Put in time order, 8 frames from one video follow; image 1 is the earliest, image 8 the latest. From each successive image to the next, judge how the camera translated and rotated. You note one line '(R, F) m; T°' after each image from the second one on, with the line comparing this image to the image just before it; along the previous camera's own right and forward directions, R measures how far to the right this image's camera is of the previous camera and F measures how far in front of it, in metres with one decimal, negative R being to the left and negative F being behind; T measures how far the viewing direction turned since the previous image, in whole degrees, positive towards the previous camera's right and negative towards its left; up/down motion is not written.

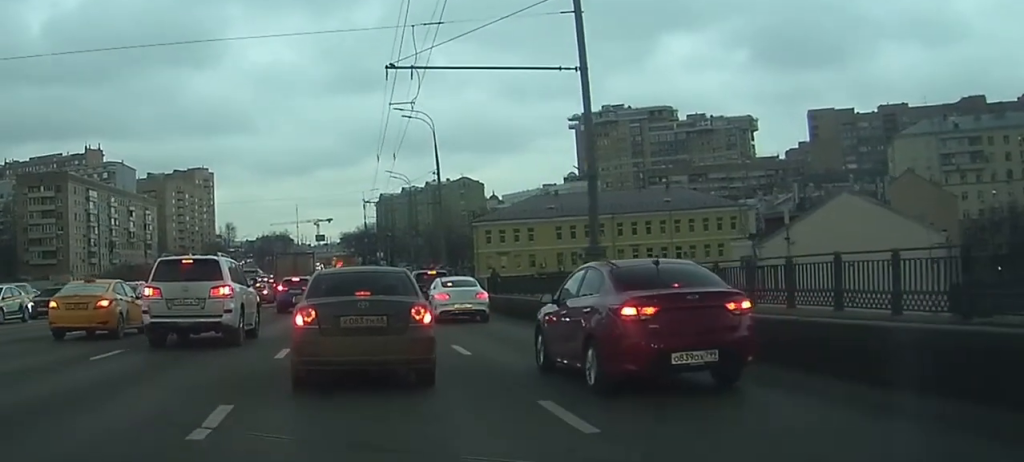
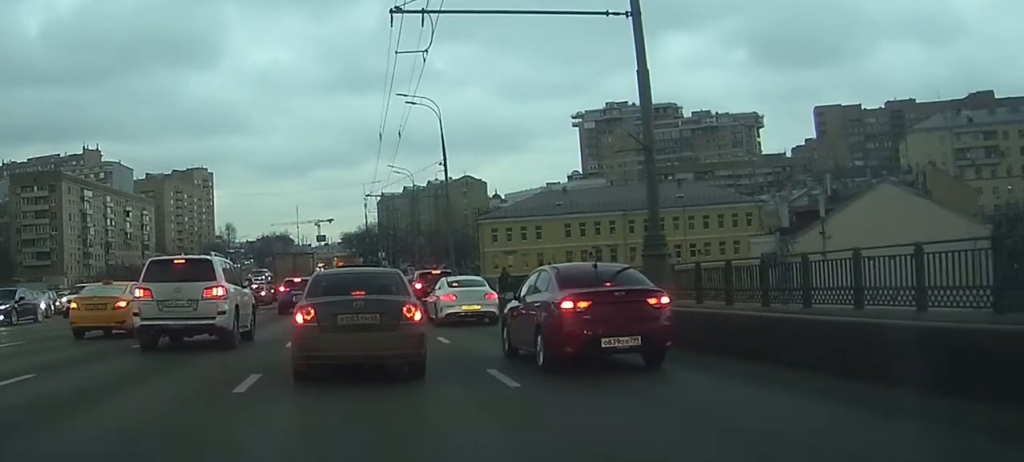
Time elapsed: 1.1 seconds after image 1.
(-0.1, +4.4) m; -1°
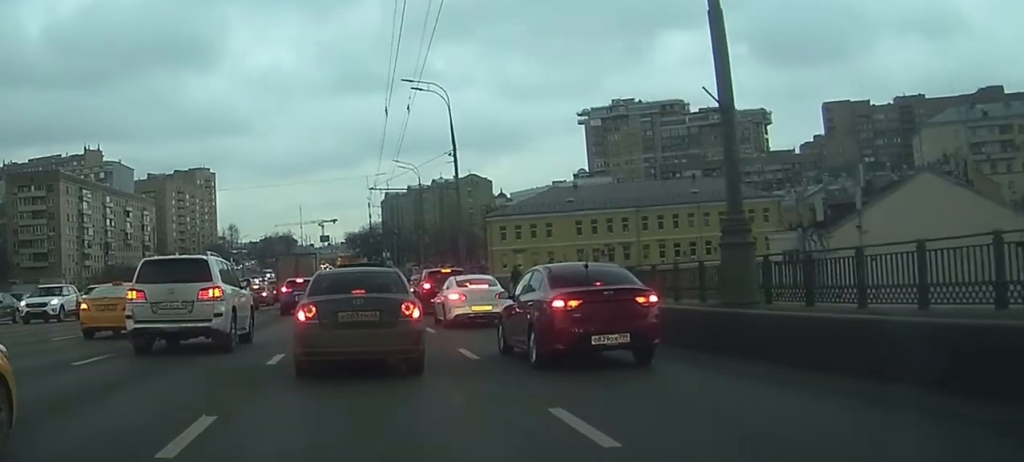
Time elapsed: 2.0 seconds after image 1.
(0.0, +3.7) m; 0°
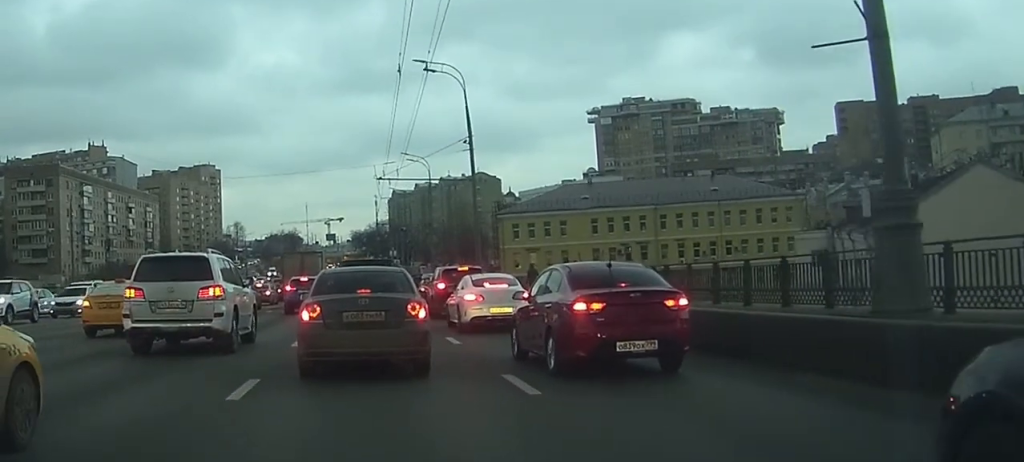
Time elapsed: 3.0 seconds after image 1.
(0.0, +4.1) m; +1°
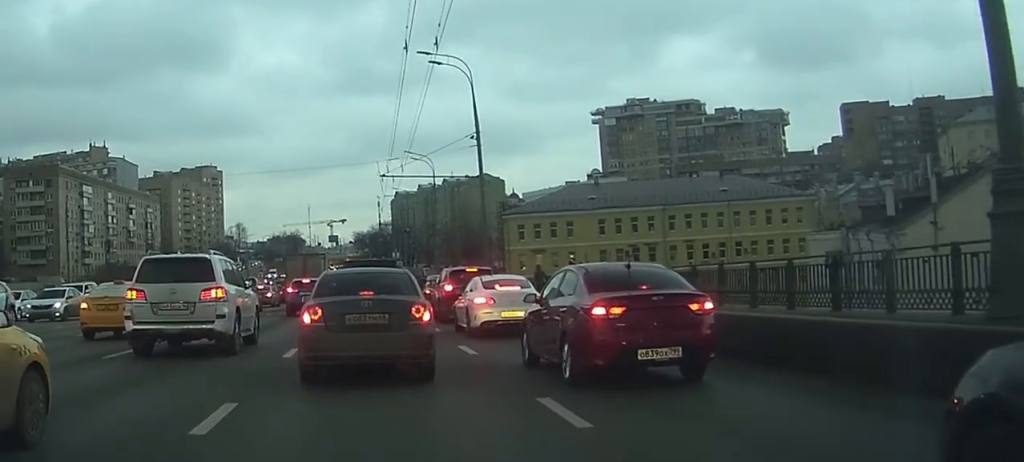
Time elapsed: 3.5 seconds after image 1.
(0.0, +1.9) m; +1°
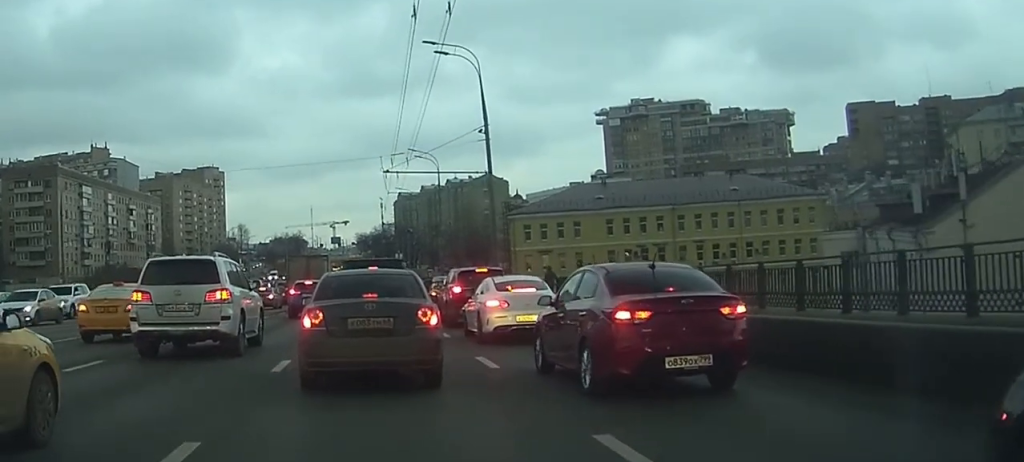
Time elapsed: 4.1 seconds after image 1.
(0.0, +2.0) m; +1°
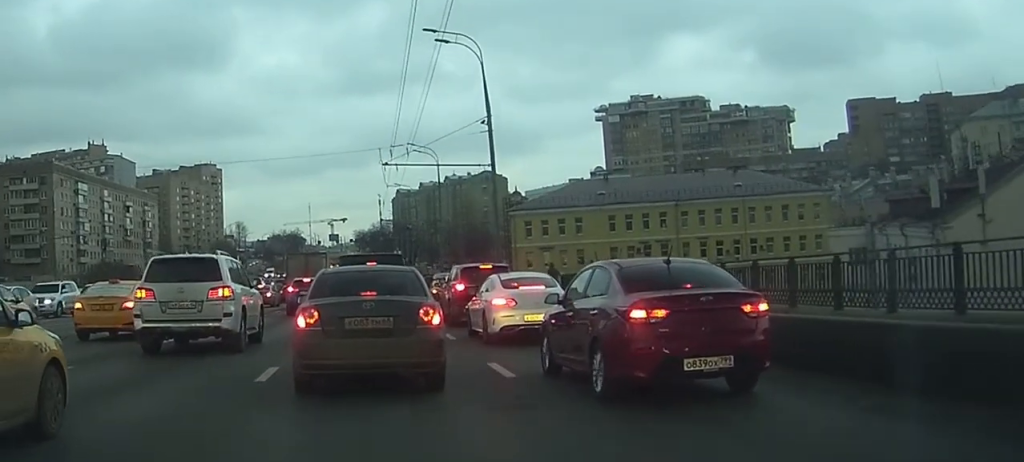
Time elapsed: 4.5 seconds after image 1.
(0.0, +1.6) m; +1°
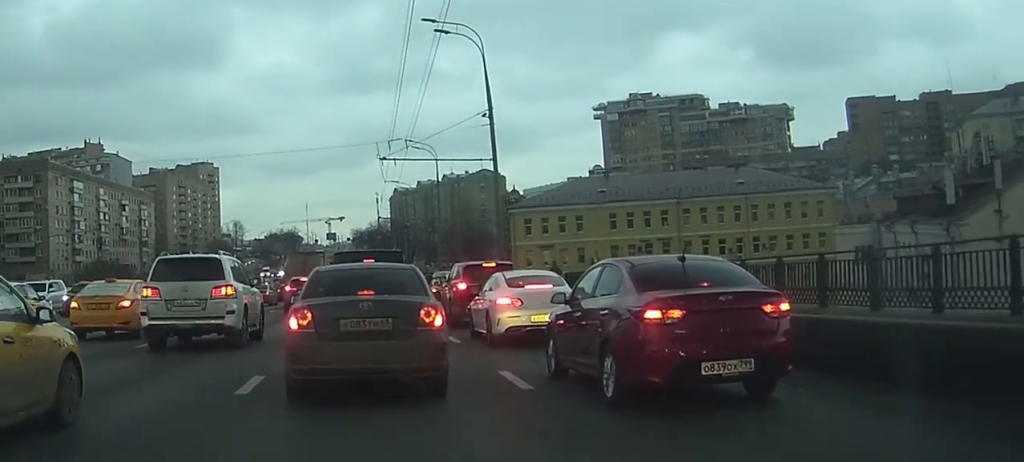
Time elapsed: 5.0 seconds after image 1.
(0.0, +1.3) m; 0°
